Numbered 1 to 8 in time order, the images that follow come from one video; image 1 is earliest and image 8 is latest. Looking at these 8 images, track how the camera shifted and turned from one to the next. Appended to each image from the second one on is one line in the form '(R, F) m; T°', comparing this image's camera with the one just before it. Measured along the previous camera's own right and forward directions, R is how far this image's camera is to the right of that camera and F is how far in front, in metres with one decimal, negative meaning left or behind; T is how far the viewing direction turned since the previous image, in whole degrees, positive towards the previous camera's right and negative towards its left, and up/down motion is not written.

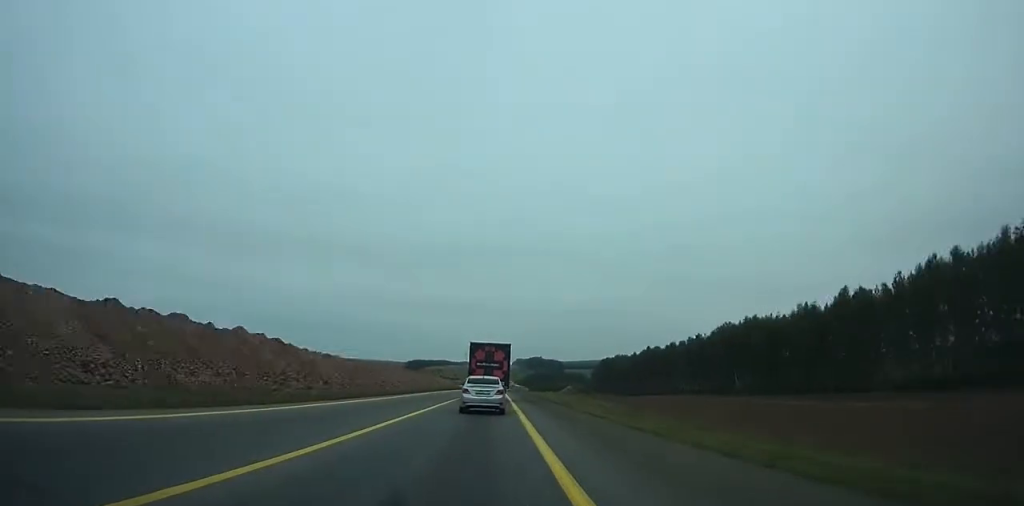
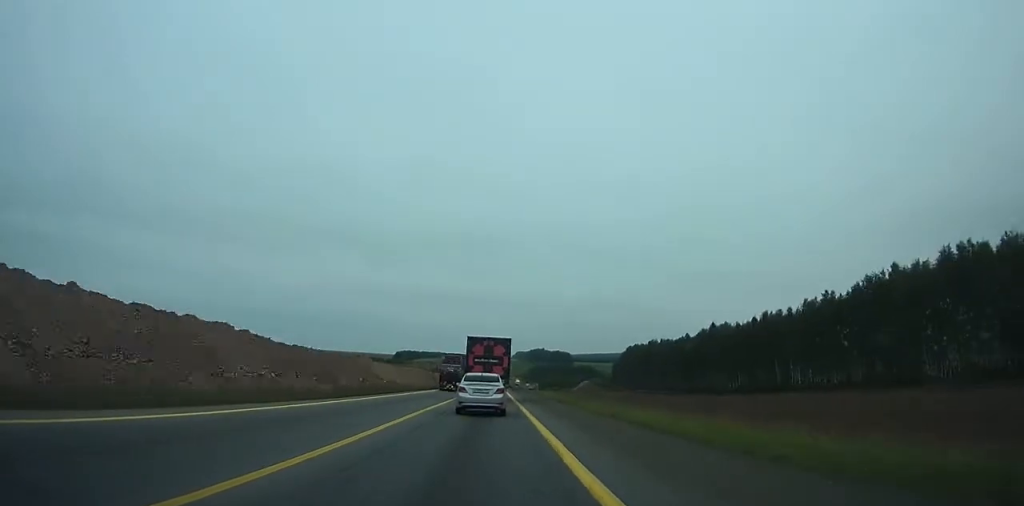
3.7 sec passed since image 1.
(+0.2, +69.5) m; 0°
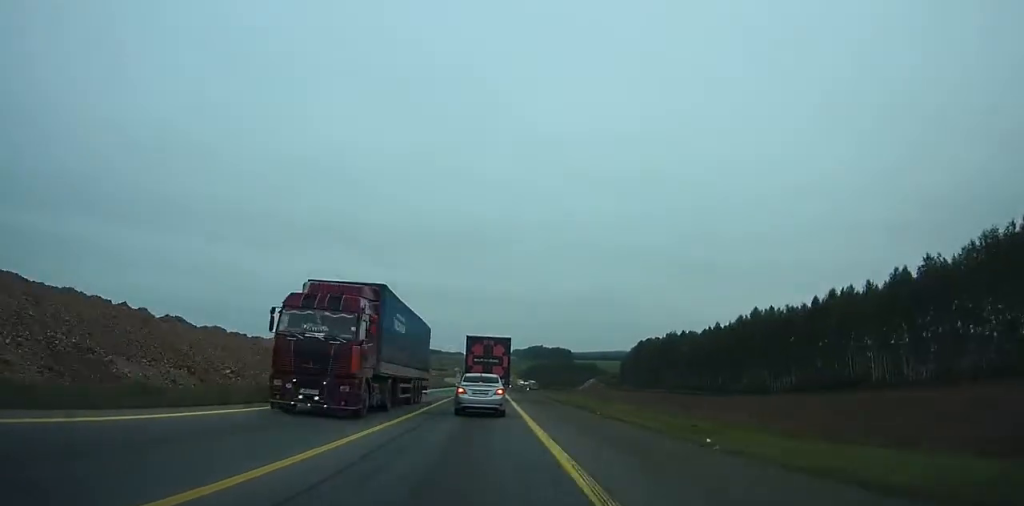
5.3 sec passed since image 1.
(0.0, +29.3) m; 0°
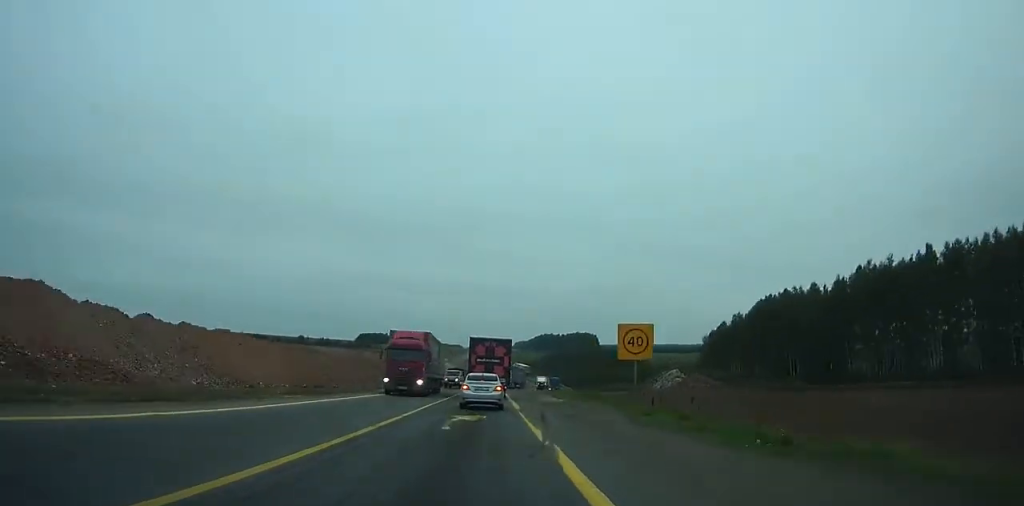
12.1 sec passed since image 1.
(-0.5, +116.4) m; 0°
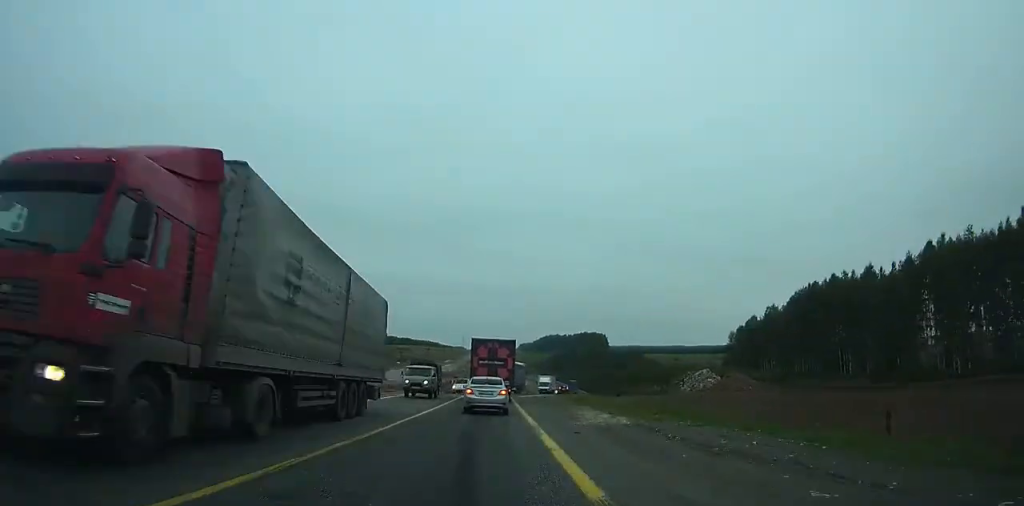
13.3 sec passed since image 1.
(0.0, +18.5) m; 0°
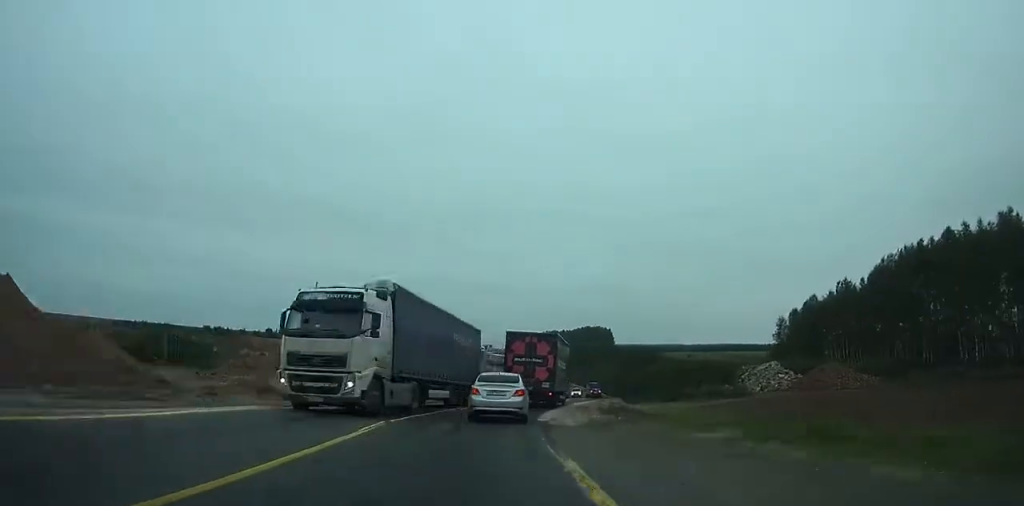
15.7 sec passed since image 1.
(+0.7, +35.2) m; 0°
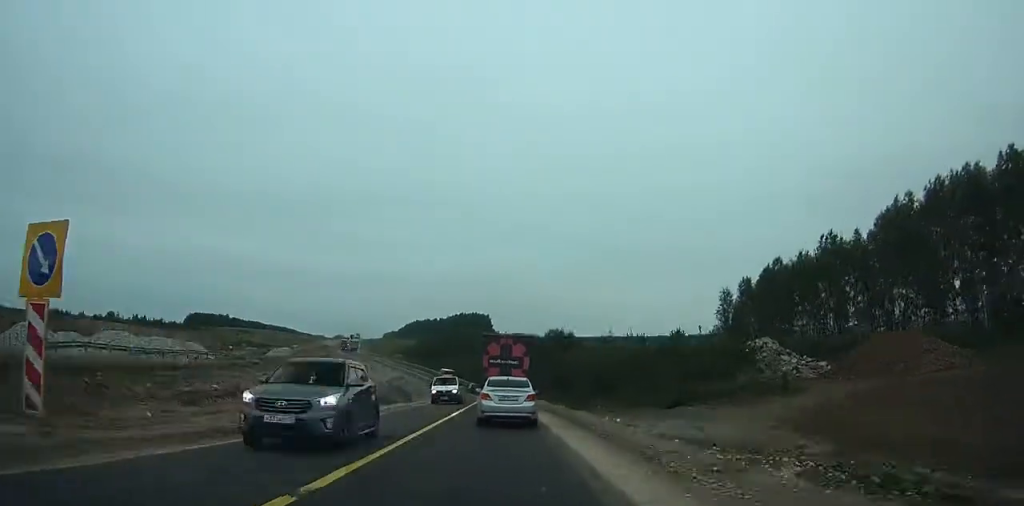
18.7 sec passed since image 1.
(-1.2, +40.6) m; -8°
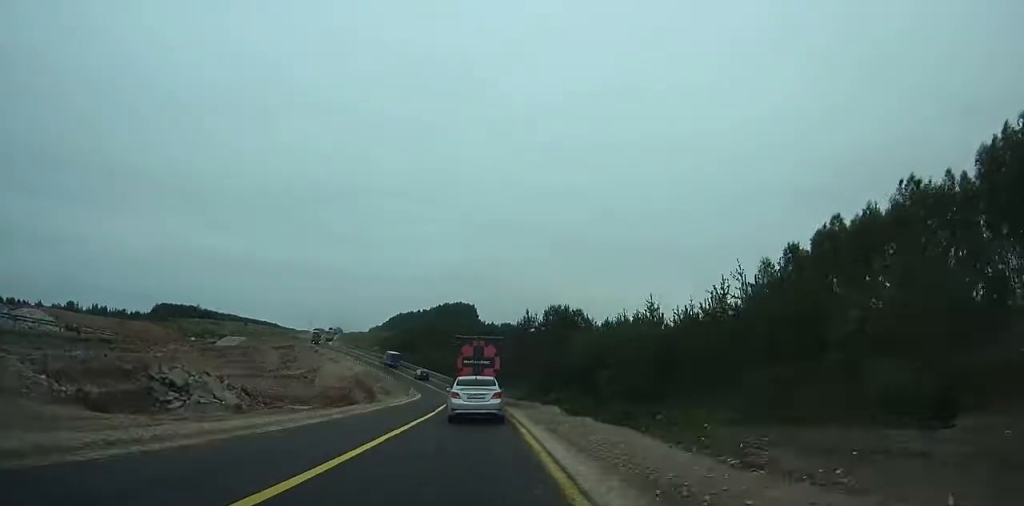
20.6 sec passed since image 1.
(-2.9, +23.5) m; +13°
